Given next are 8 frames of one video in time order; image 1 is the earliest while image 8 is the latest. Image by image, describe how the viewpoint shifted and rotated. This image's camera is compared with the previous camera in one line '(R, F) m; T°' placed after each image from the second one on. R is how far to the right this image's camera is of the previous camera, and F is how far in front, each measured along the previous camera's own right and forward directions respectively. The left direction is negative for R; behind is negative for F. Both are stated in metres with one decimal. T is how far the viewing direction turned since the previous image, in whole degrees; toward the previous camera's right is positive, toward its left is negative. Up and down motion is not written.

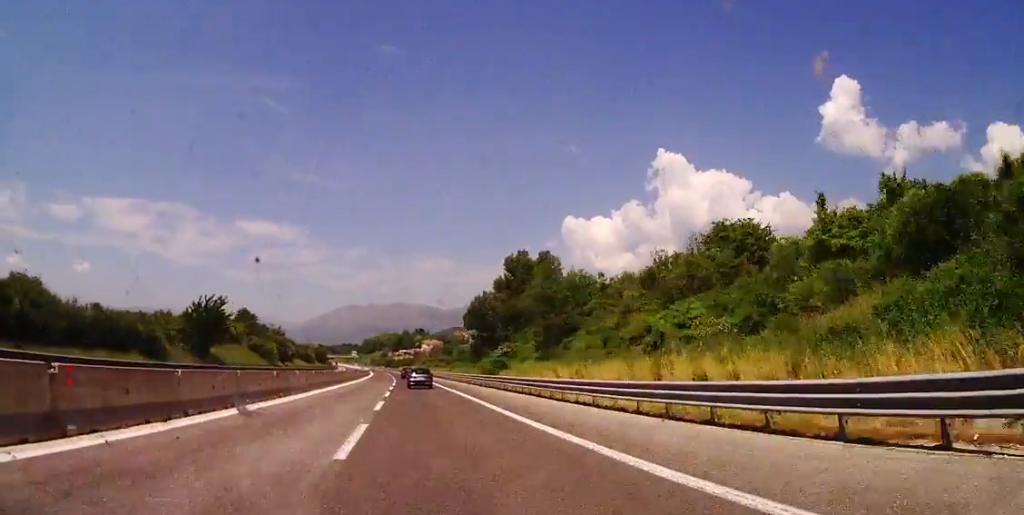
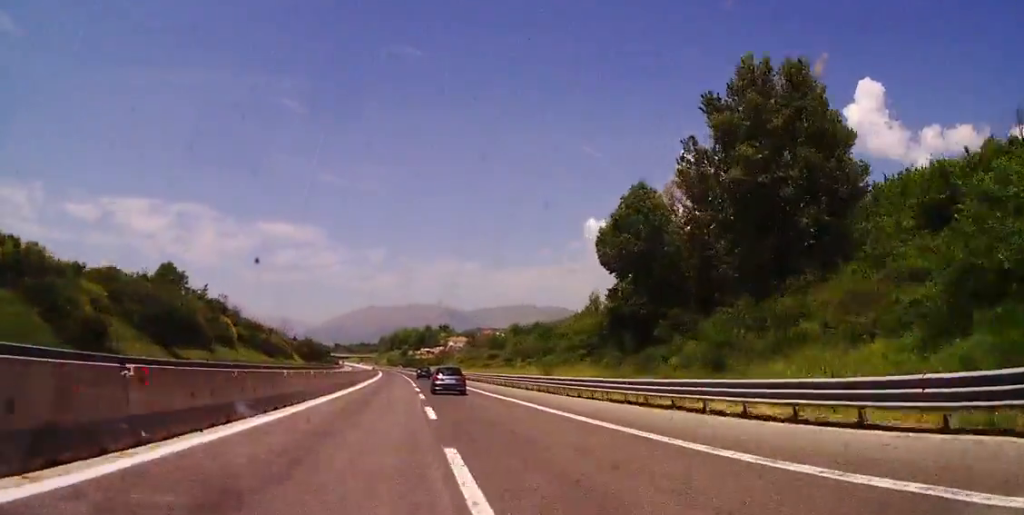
(+0.6, +73.6) m; 0°
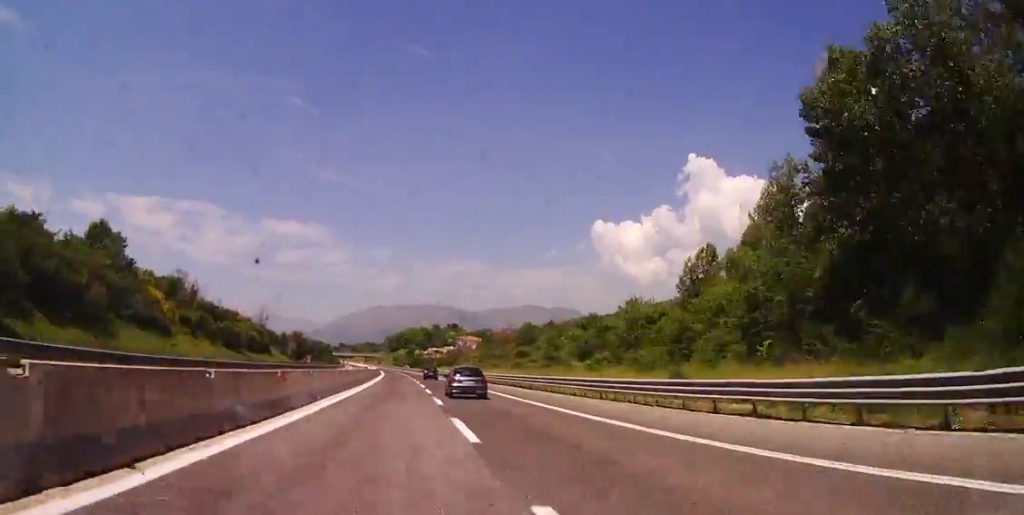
(+0.9, +28.1) m; -3°
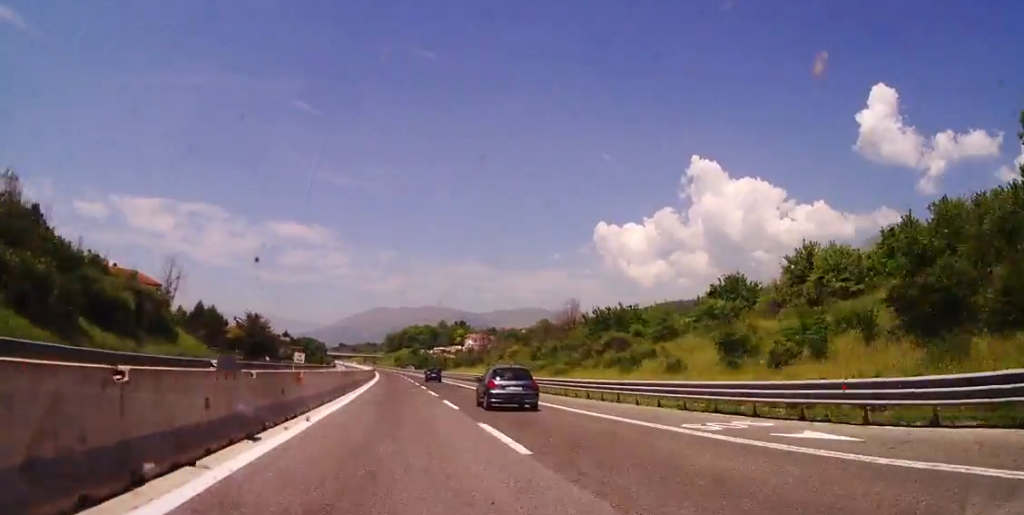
(-4.2, +47.1) m; -3°
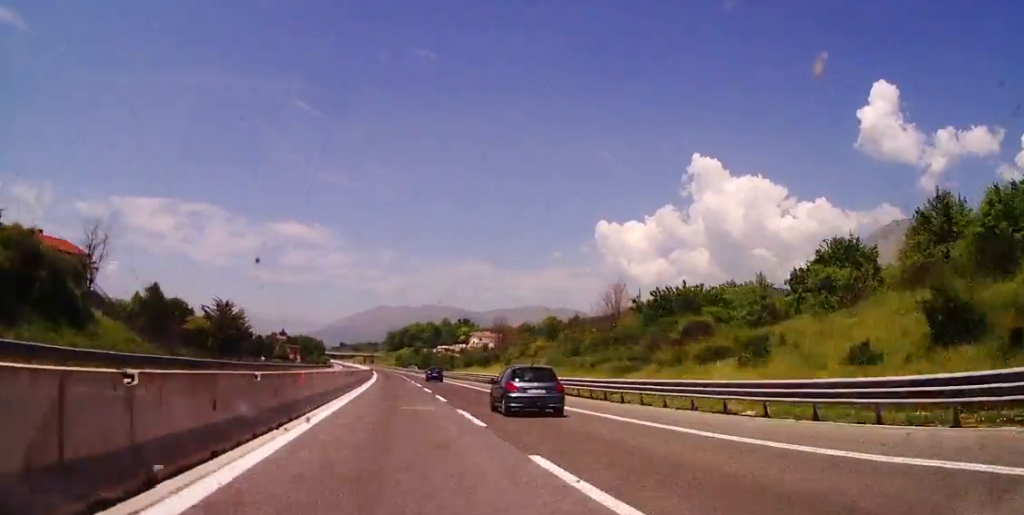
(+0.8, +17.9) m; +1°
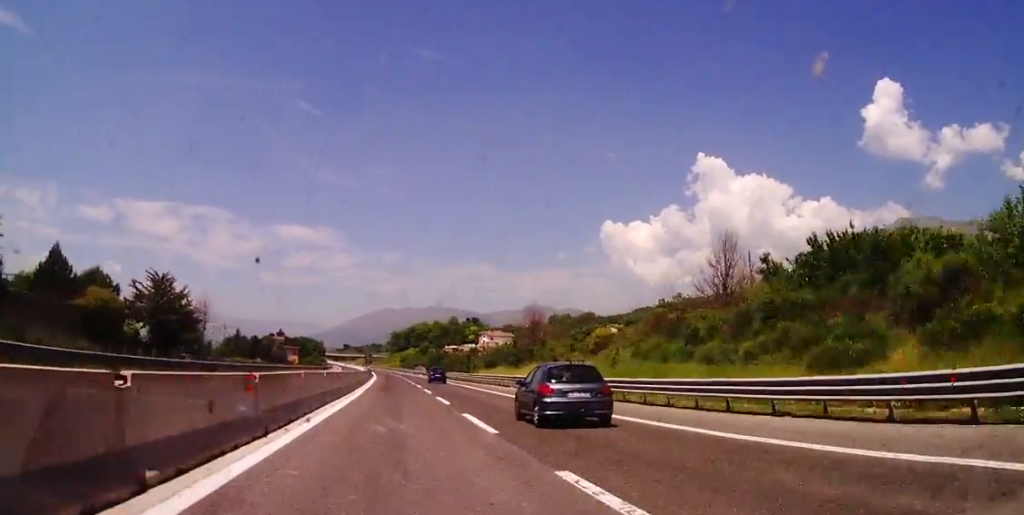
(0.0, +24.9) m; 0°
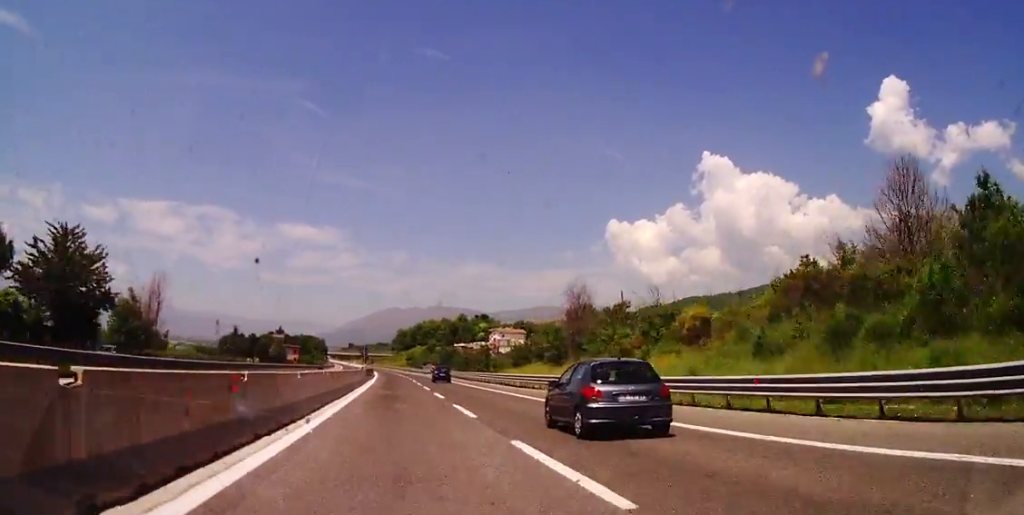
(-0.2, +19.8) m; 0°
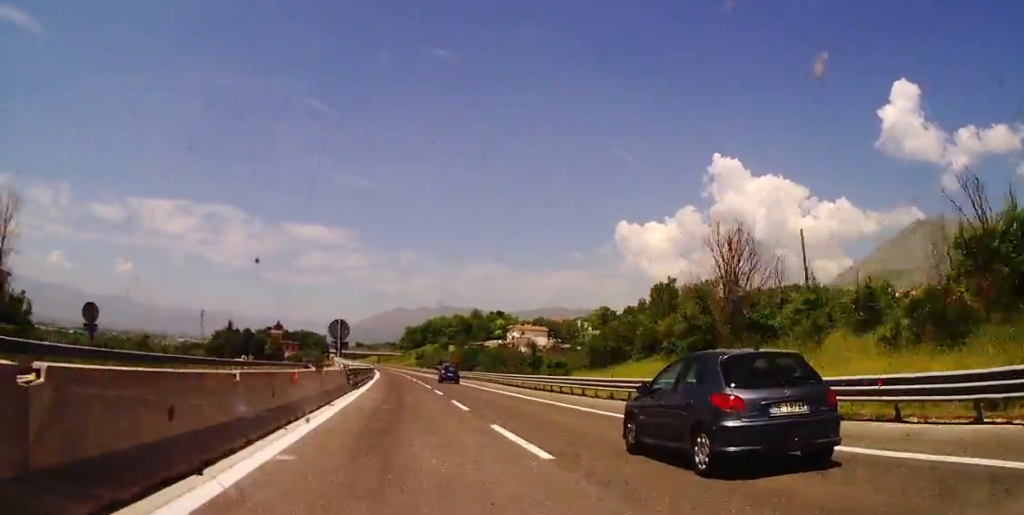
(+0.2, +31.9) m; 0°
